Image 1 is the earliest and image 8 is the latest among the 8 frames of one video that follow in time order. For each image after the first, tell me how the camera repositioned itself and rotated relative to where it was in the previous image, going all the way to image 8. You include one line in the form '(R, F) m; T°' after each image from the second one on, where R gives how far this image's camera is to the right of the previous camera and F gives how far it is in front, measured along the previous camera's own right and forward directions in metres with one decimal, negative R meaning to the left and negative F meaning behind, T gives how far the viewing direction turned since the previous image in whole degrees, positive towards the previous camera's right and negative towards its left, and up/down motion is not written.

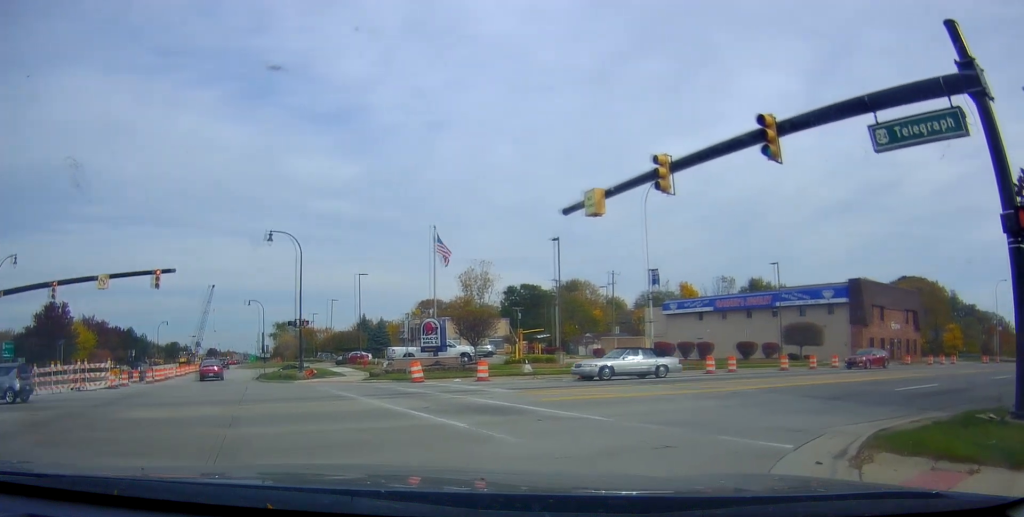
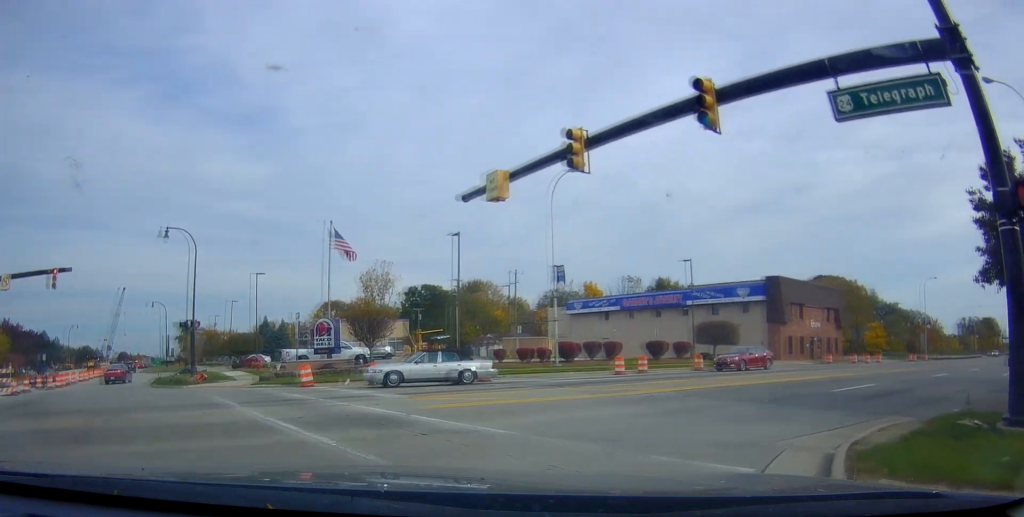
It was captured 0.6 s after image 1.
(+0.2, +1.8) m; +7°
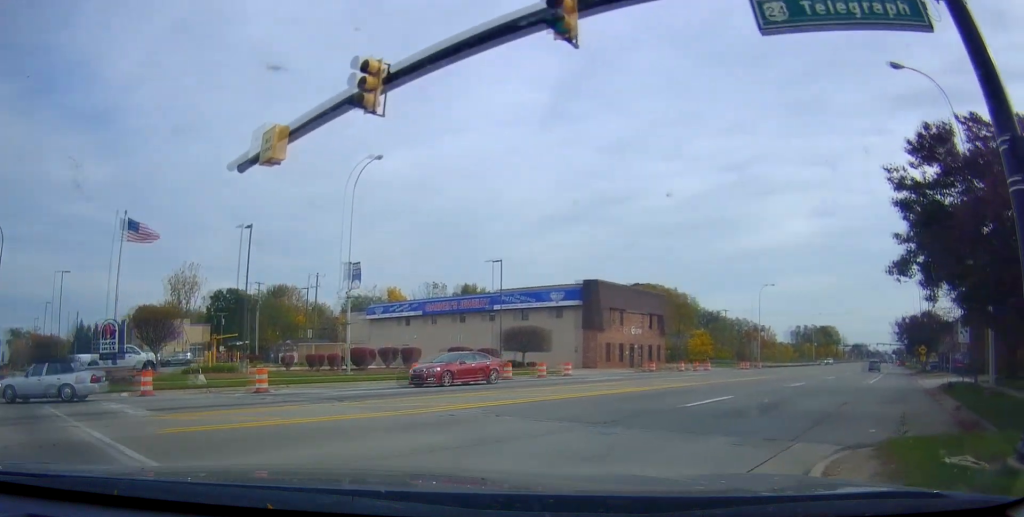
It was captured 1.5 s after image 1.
(0.0, +3.5) m; +5°
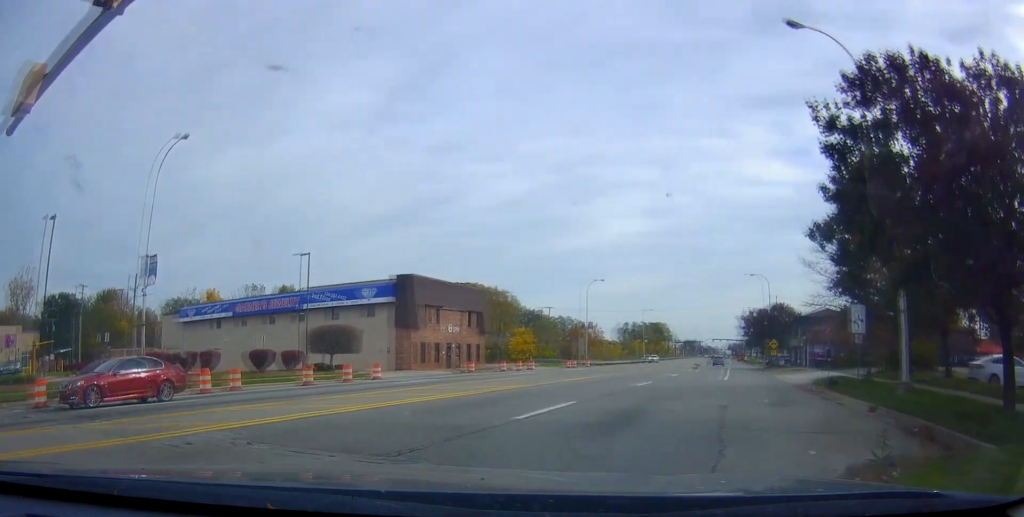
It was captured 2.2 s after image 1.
(+0.1, +4.0) m; +7°
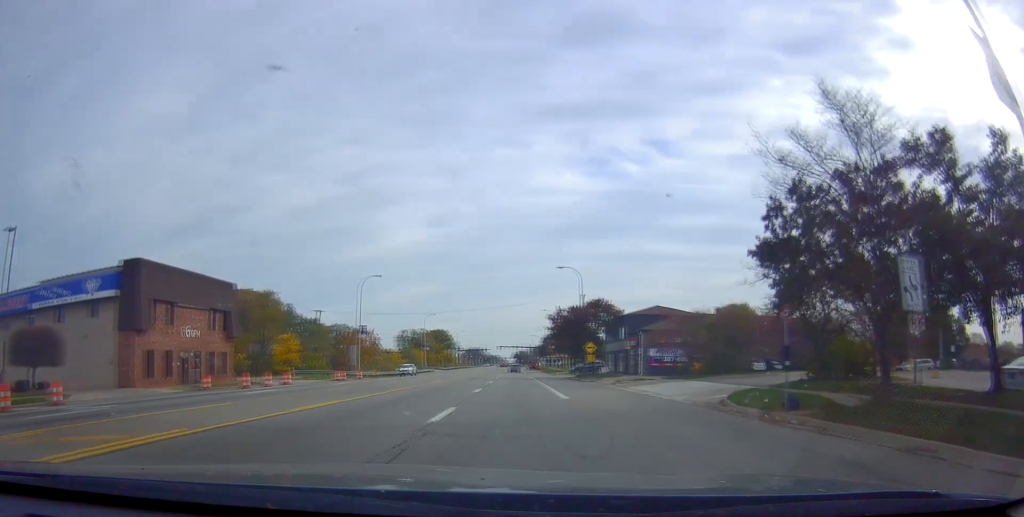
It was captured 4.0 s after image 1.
(+2.4, +13.3) m; +16°
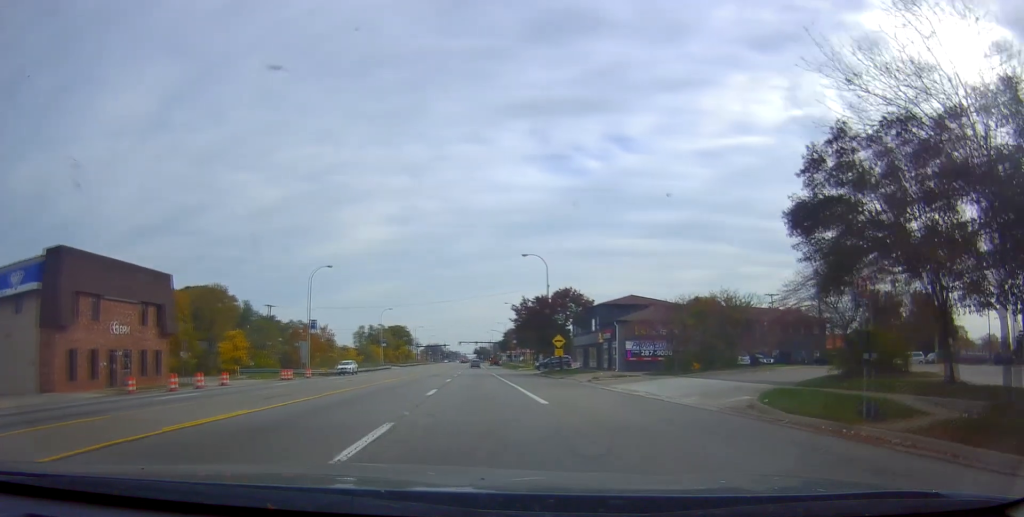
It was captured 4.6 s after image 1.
(+0.2, +5.4) m; +3°
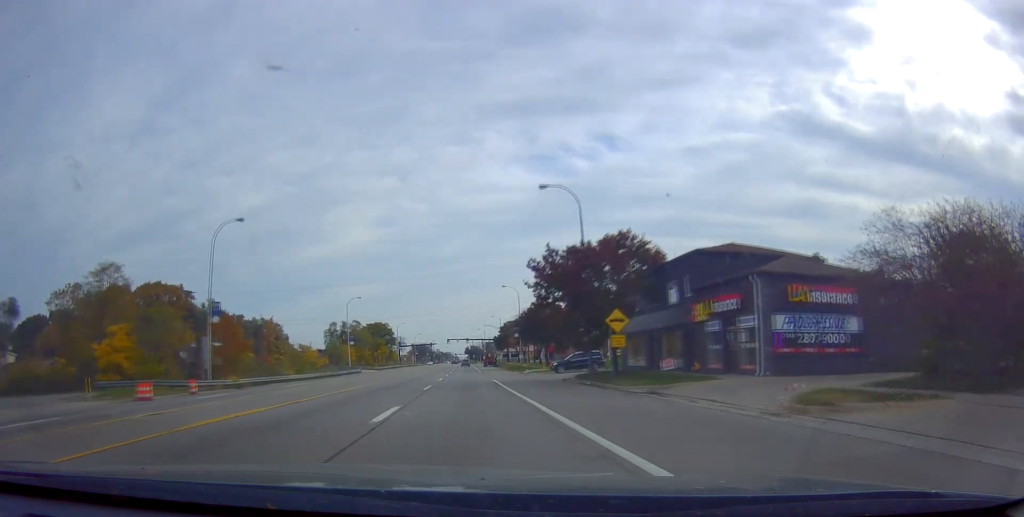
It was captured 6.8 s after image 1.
(+1.8, +25.9) m; +6°
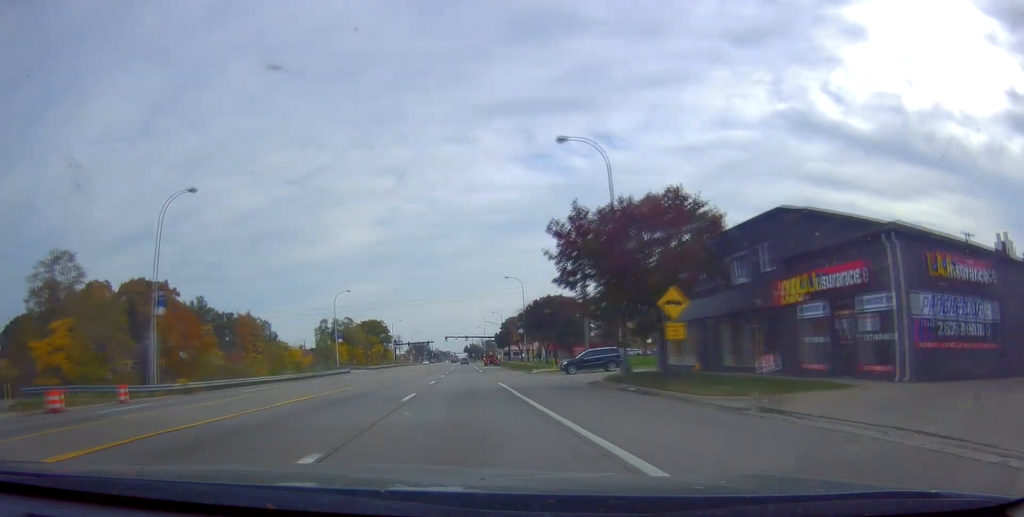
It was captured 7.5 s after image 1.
(0.0, +8.9) m; 0°
